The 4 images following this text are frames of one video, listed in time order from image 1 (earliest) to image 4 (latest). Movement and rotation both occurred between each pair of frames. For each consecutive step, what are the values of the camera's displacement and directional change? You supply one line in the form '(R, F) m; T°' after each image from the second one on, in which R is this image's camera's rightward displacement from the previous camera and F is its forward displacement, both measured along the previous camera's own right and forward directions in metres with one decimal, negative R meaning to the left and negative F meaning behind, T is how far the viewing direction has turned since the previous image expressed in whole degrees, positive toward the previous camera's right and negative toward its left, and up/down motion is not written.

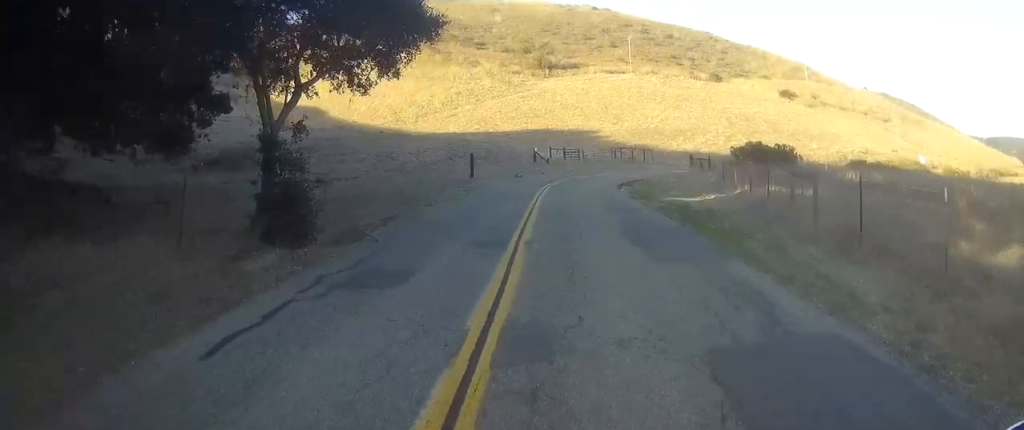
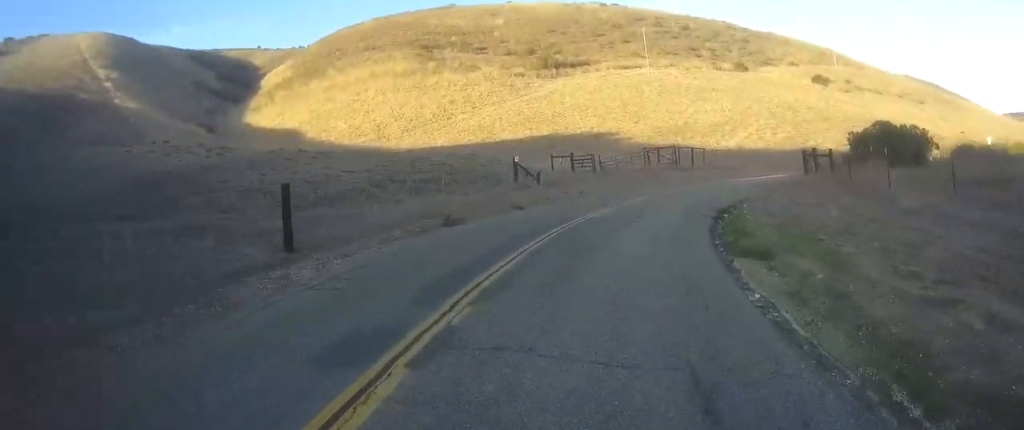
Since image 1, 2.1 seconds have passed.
(-1.1, +23.5) m; -1°
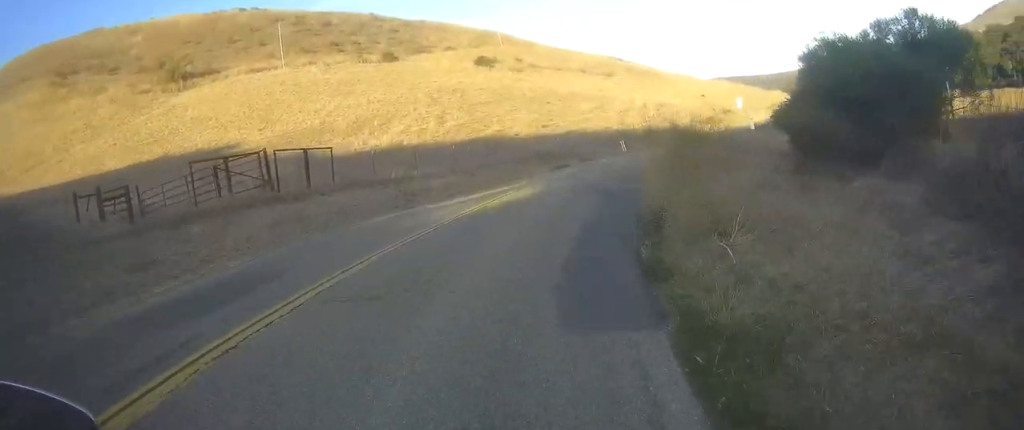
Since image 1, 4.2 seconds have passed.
(+2.5, +24.9) m; +16°
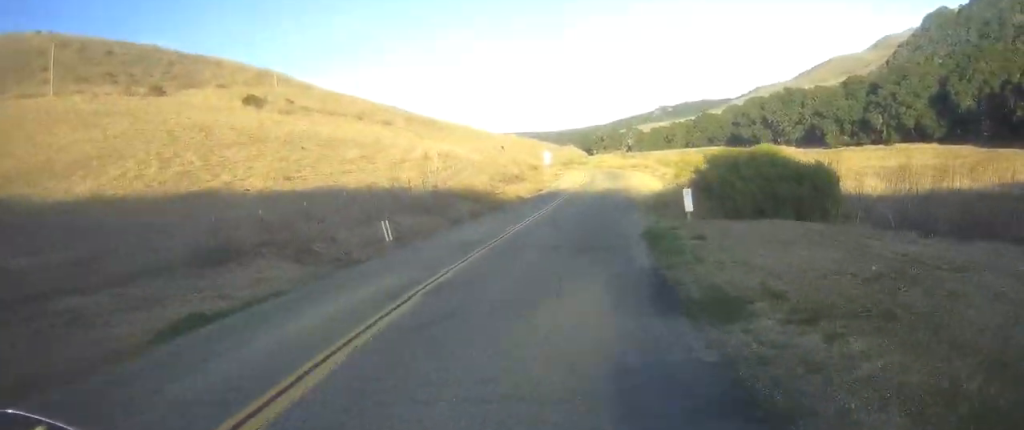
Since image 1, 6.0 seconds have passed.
(+4.1, +21.4) m; +21°
